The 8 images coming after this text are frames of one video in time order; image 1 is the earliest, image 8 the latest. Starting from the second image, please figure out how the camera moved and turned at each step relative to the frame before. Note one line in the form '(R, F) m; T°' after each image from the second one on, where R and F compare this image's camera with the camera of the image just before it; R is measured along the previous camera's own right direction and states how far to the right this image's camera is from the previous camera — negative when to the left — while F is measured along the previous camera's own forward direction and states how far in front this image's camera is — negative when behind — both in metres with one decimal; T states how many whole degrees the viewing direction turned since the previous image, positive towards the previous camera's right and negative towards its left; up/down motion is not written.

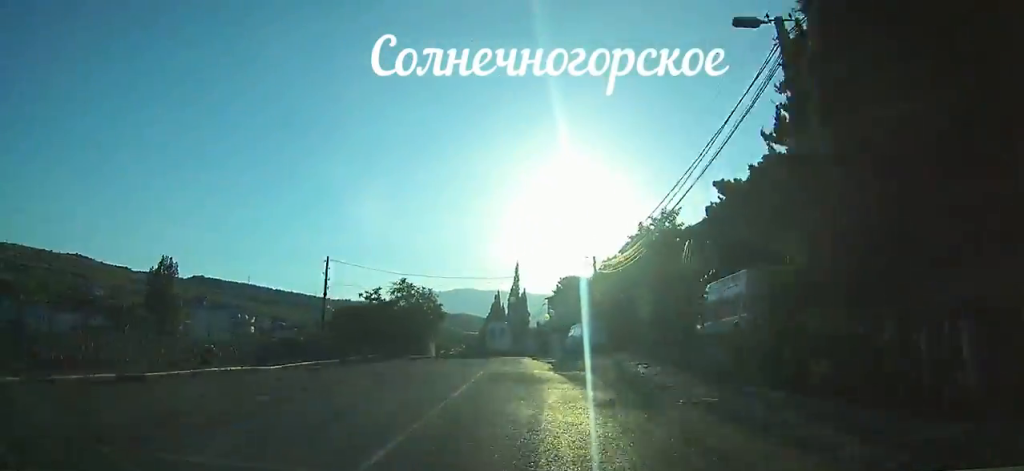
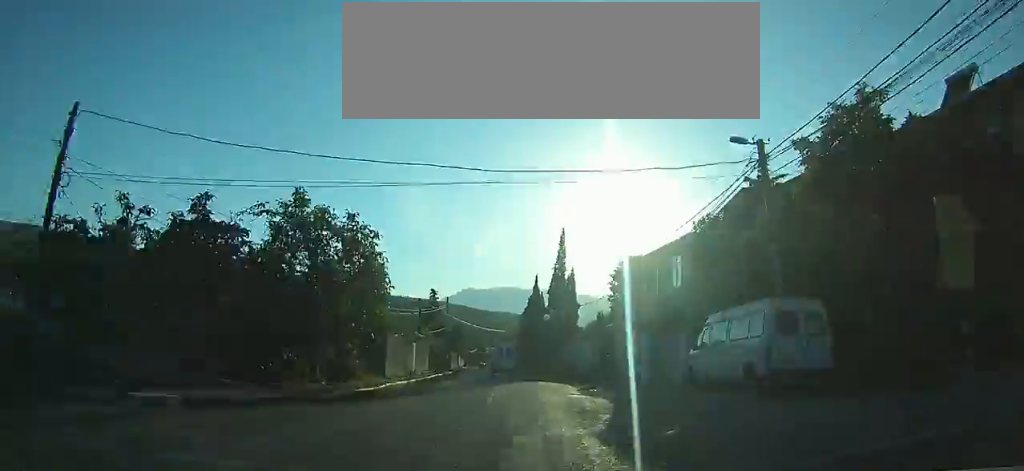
(-0.7, +27.3) m; -3°
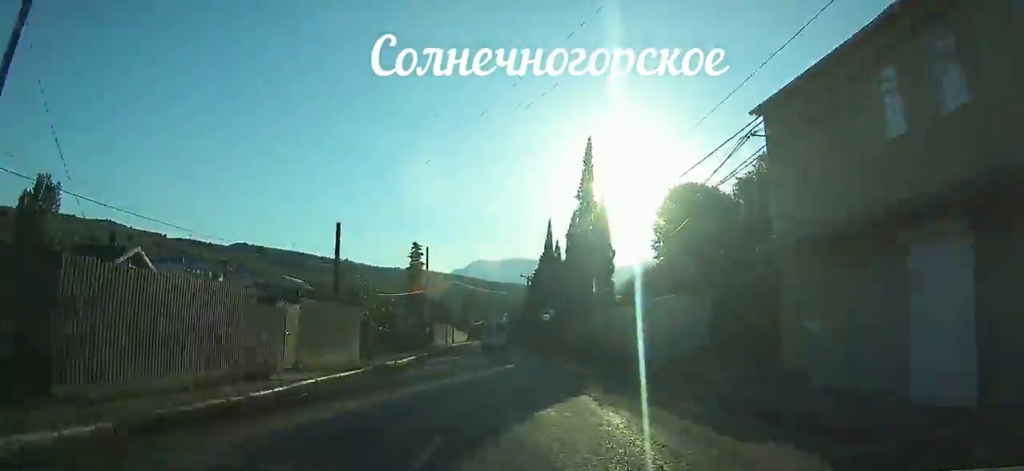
(-0.4, +21.0) m; -2°
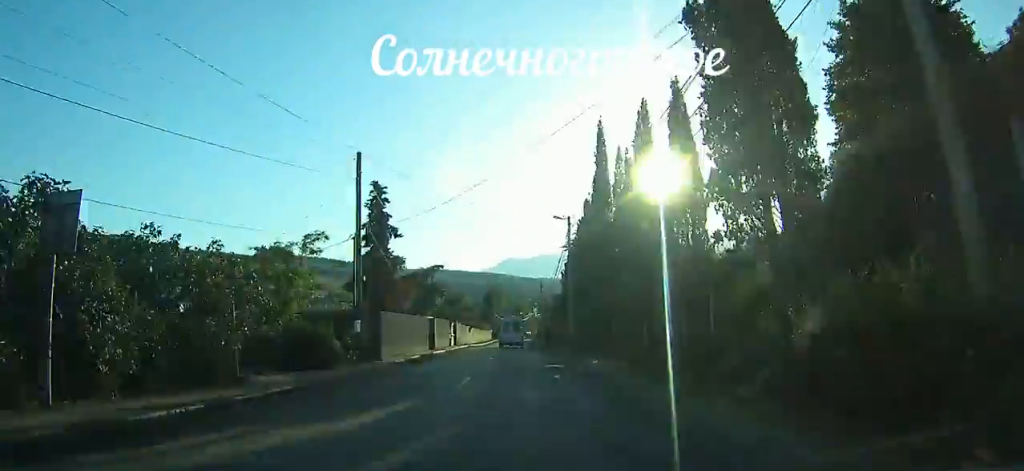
(-0.7, +27.4) m; -3°
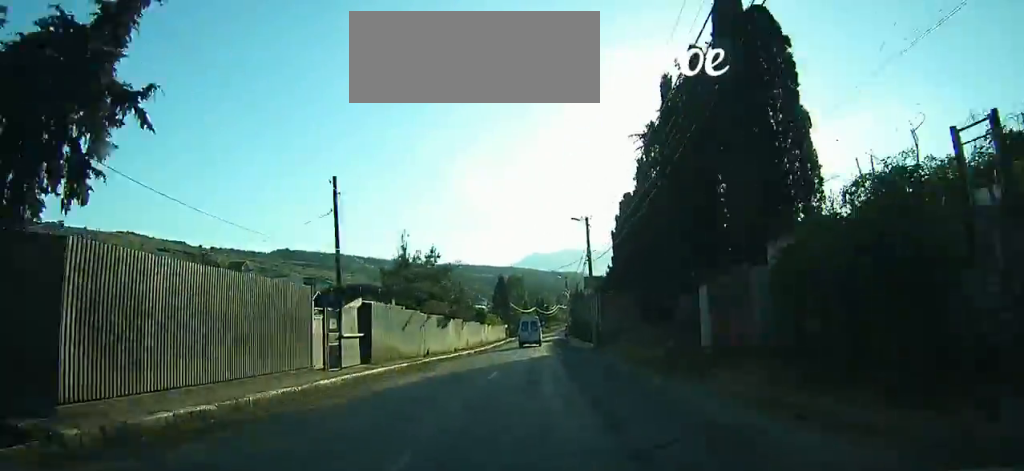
(-1.0, +34.2) m; -2°
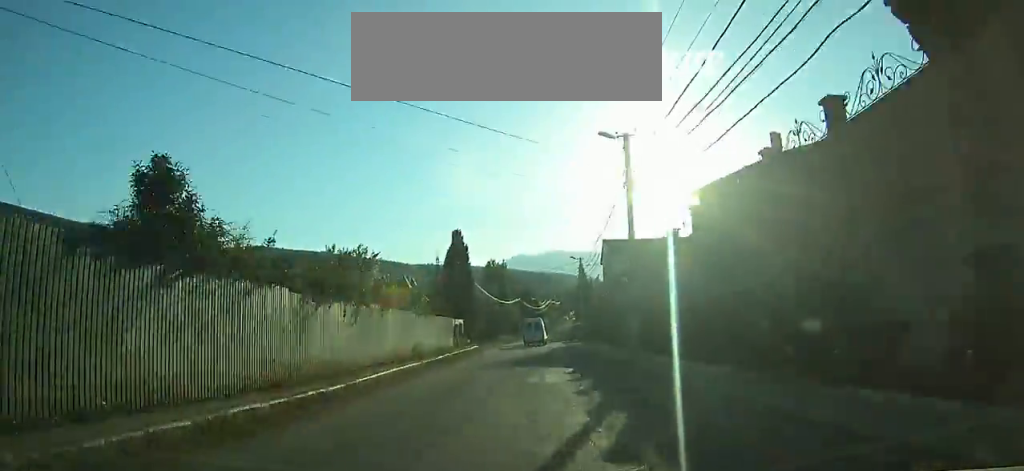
(-0.5, +48.6) m; 0°
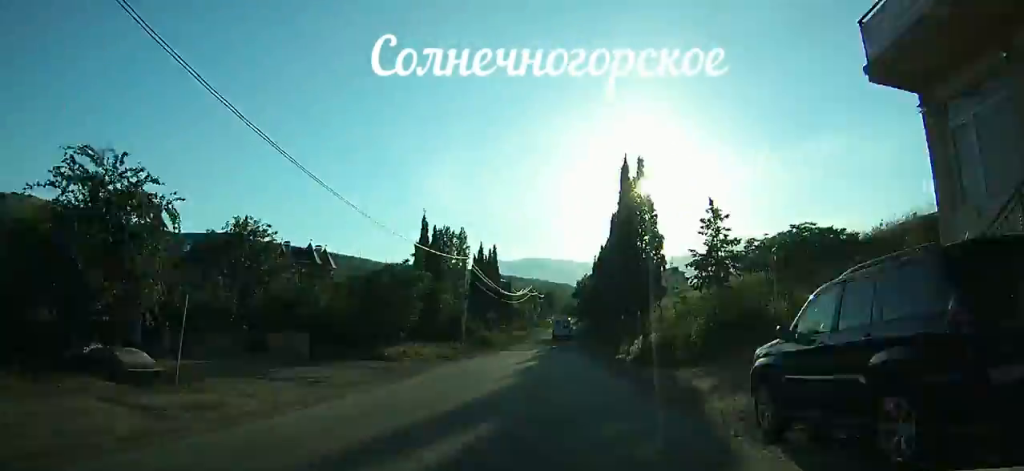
(+0.5, +61.8) m; +2°
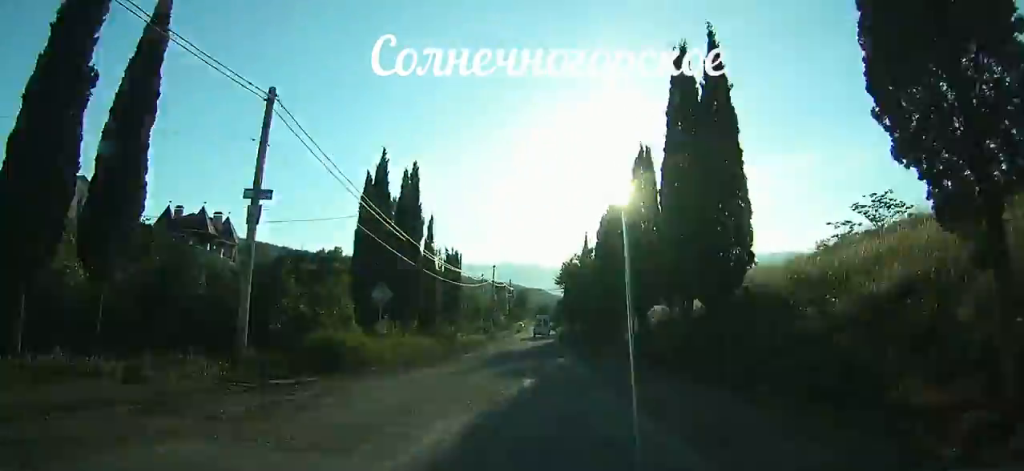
(+0.9, +32.6) m; +2°
